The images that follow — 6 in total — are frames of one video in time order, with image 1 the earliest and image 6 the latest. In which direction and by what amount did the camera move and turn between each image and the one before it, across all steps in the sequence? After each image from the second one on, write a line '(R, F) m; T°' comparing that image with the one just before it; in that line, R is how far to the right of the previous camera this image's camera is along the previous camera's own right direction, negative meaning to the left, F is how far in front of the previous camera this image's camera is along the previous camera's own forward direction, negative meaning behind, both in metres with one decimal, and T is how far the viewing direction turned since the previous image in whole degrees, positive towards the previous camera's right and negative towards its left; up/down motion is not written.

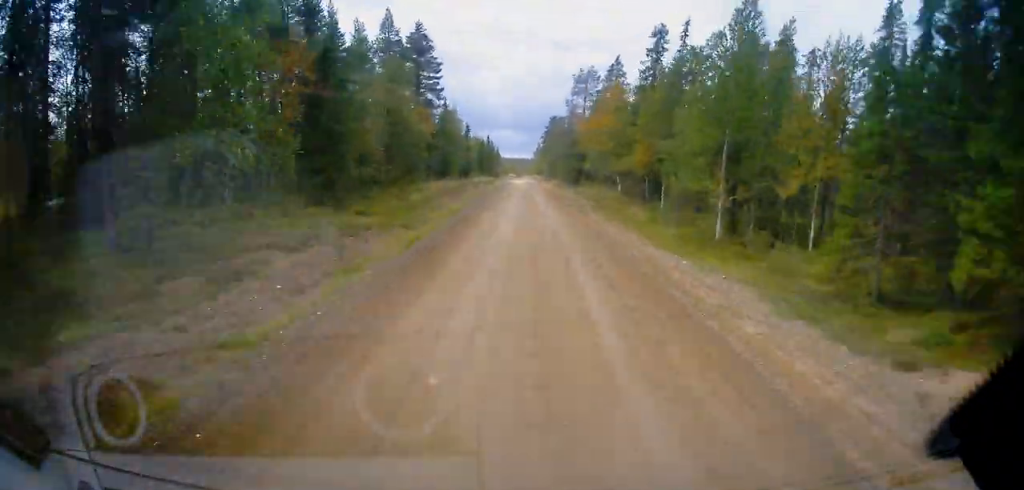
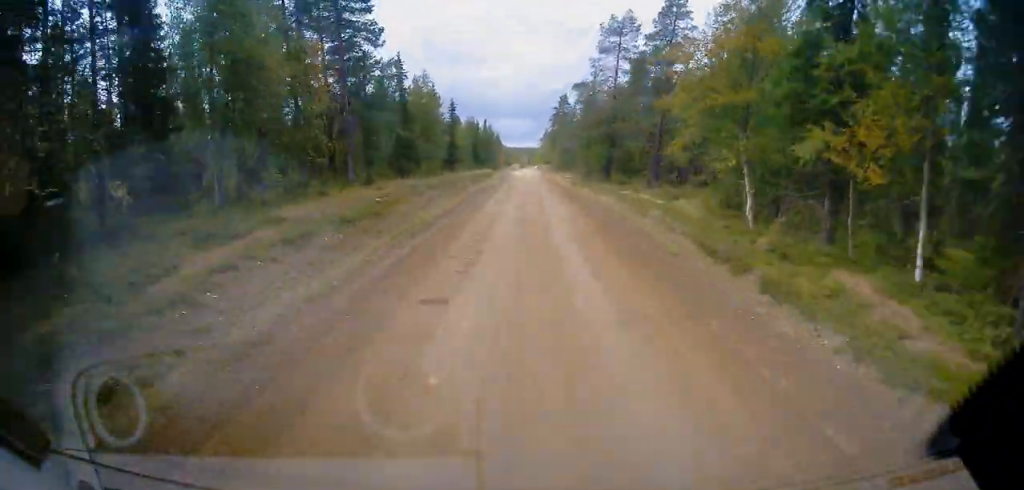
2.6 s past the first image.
(+0.3, +27.6) m; +1°
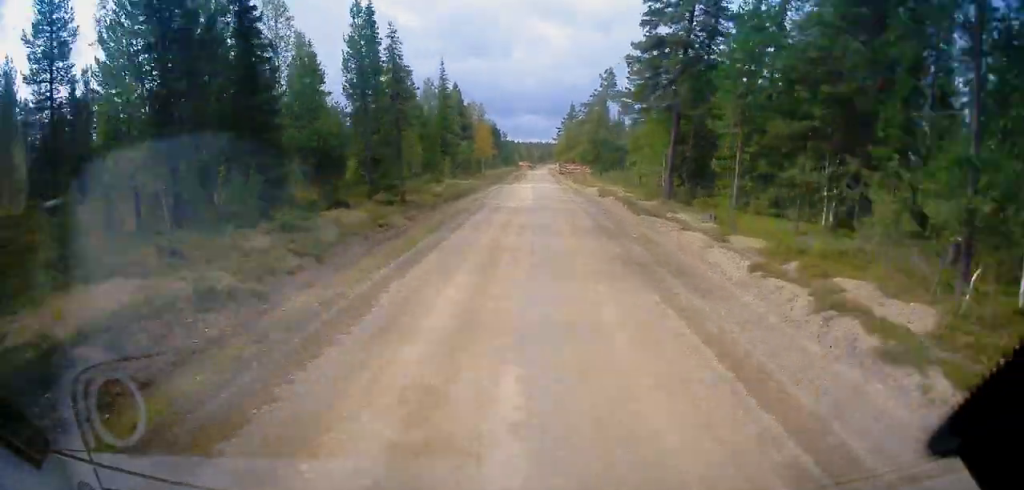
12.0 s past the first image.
(+0.8, +102.8) m; +3°
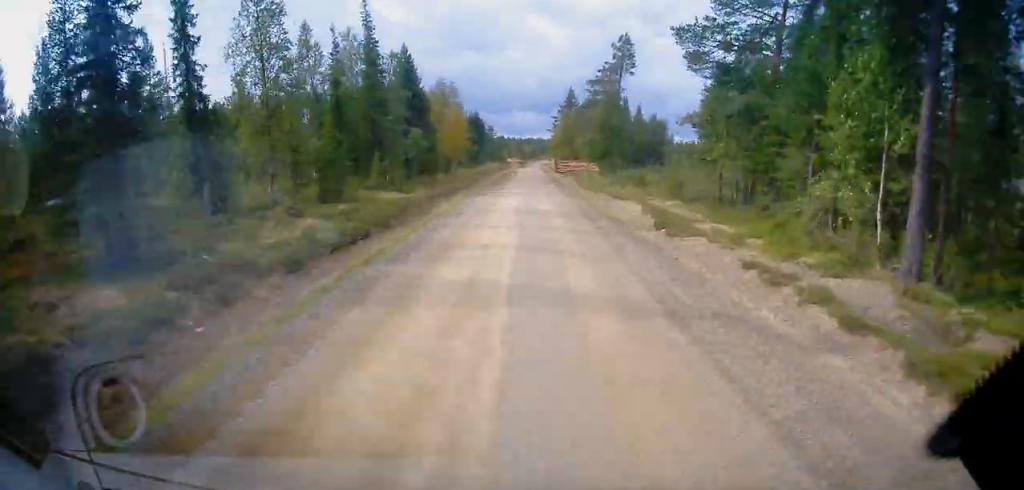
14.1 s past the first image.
(+1.1, +24.0) m; -2°
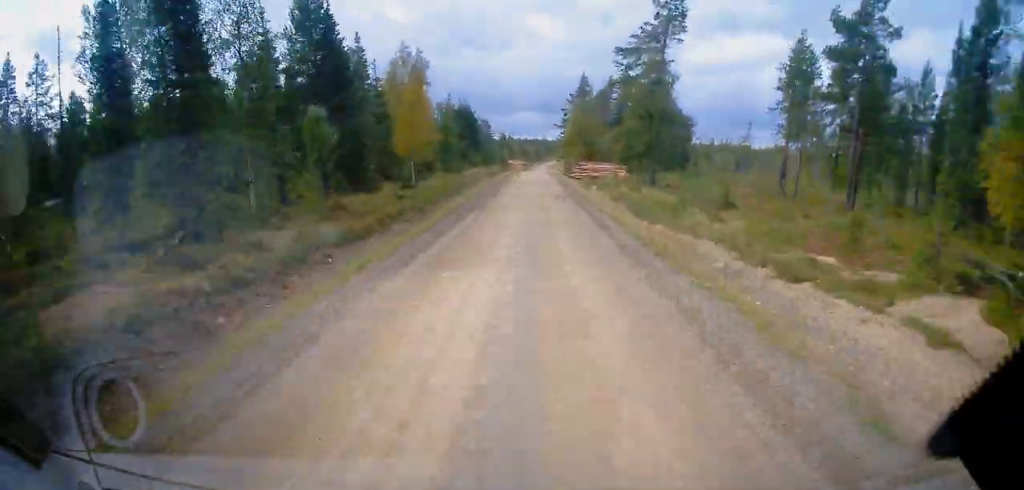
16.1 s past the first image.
(+1.7, +22.3) m; -2°
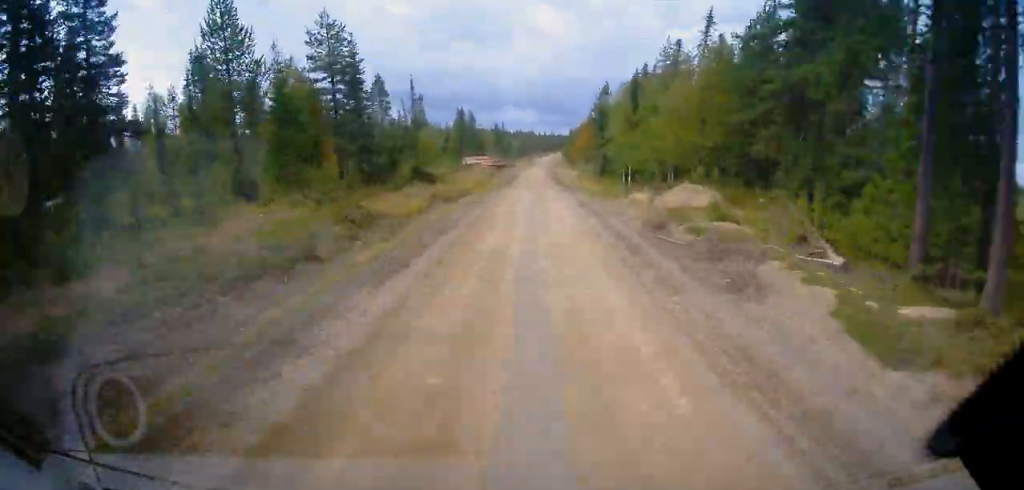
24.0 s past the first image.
(-0.6, +93.8) m; +1°
